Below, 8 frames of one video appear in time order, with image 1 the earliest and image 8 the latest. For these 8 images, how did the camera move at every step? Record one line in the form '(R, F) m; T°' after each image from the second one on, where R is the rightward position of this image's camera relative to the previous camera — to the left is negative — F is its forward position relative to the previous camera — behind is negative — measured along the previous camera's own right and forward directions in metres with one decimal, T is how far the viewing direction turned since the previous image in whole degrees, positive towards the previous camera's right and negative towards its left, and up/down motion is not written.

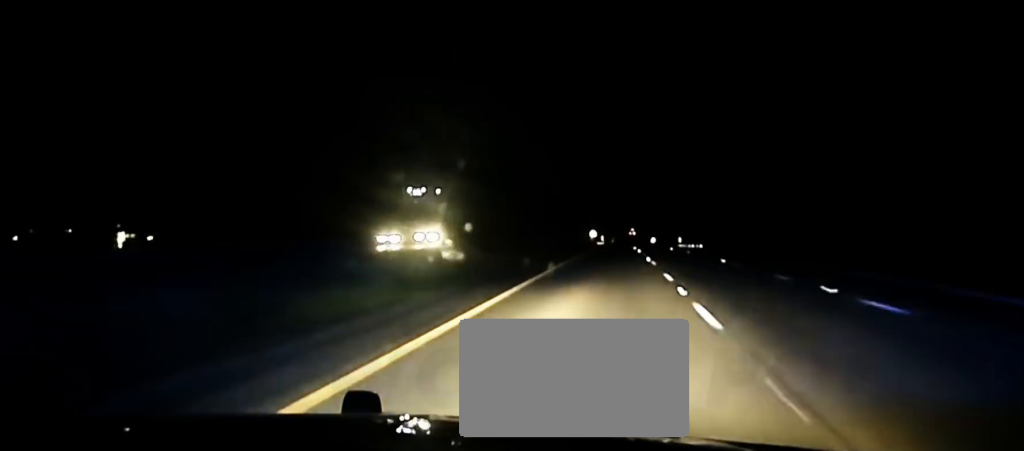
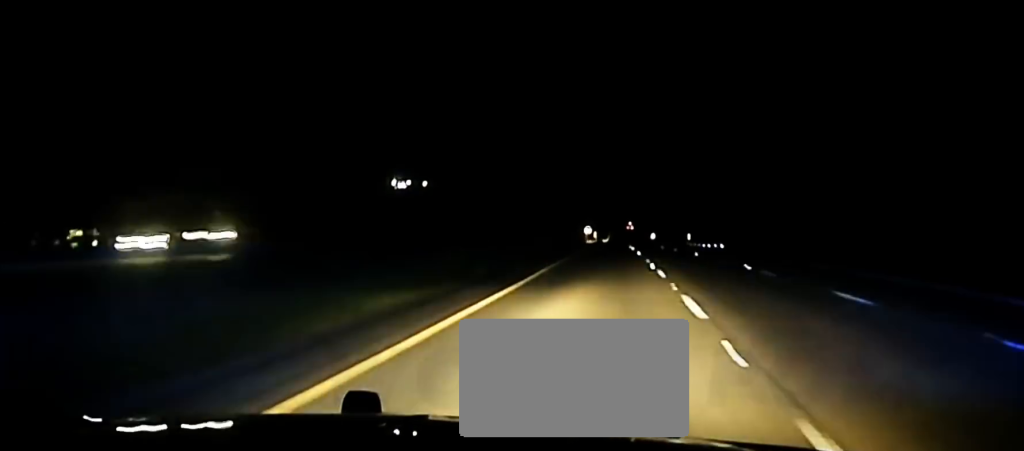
(+0.2, +32.5) m; 0°
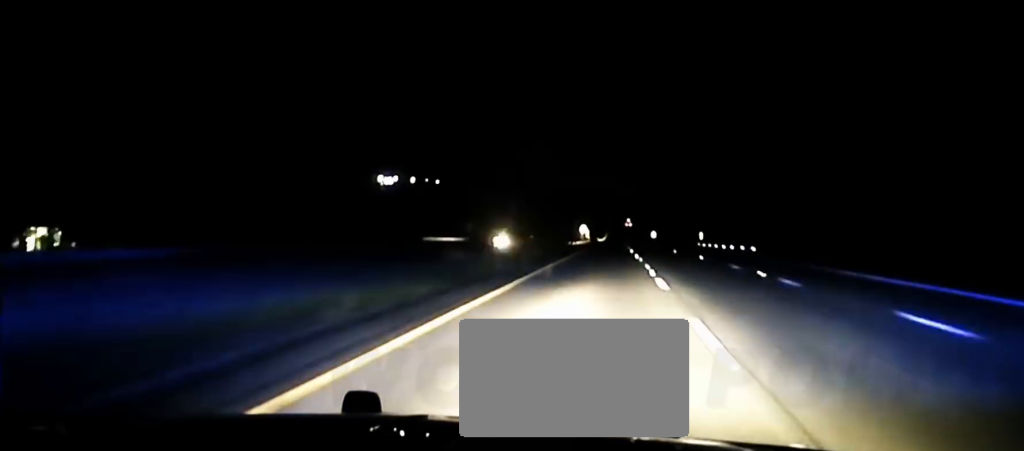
(+0.1, +27.7) m; 0°
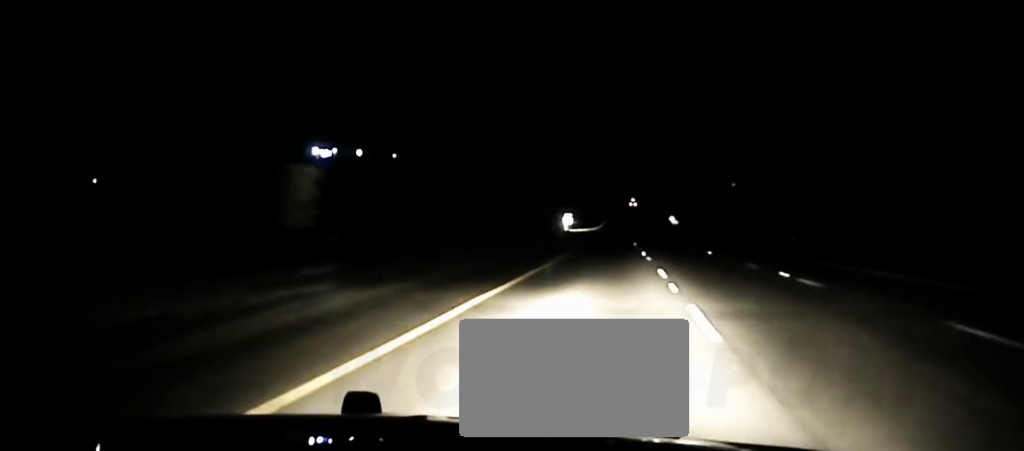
(-0.4, +122.7) m; 0°
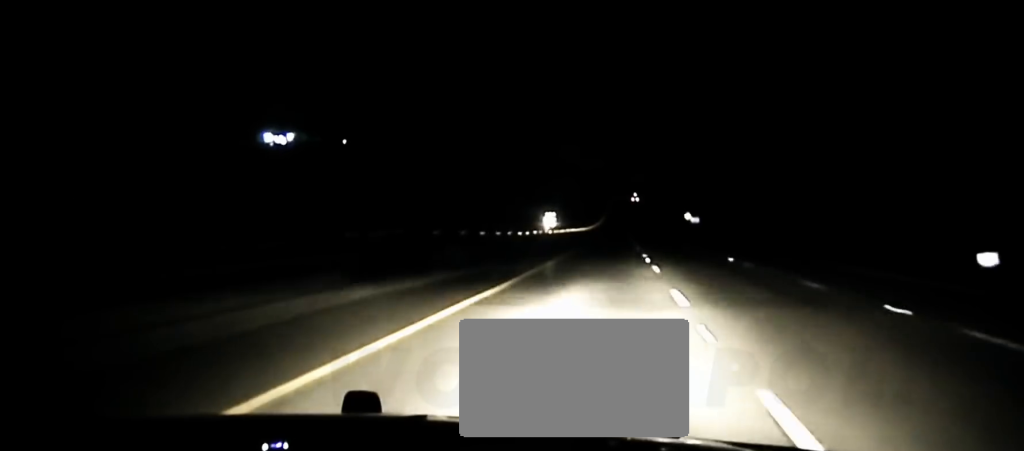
(+0.1, +64.6) m; 0°
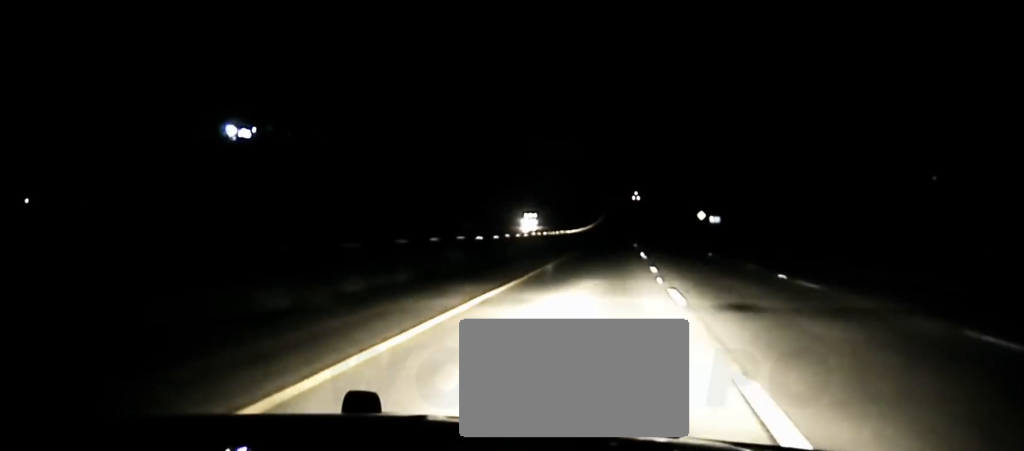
(0.0, +40.5) m; 0°
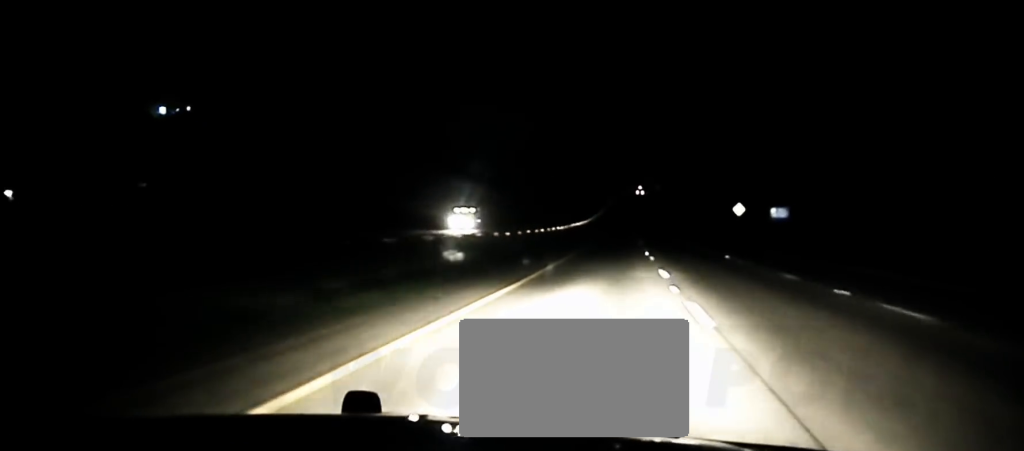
(-0.2, +63.7) m; 0°
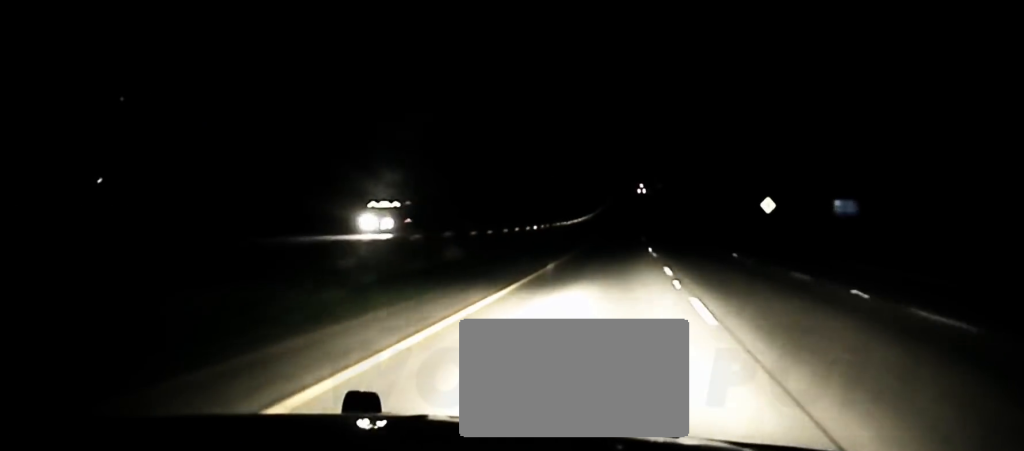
(0.0, +28.0) m; 0°
